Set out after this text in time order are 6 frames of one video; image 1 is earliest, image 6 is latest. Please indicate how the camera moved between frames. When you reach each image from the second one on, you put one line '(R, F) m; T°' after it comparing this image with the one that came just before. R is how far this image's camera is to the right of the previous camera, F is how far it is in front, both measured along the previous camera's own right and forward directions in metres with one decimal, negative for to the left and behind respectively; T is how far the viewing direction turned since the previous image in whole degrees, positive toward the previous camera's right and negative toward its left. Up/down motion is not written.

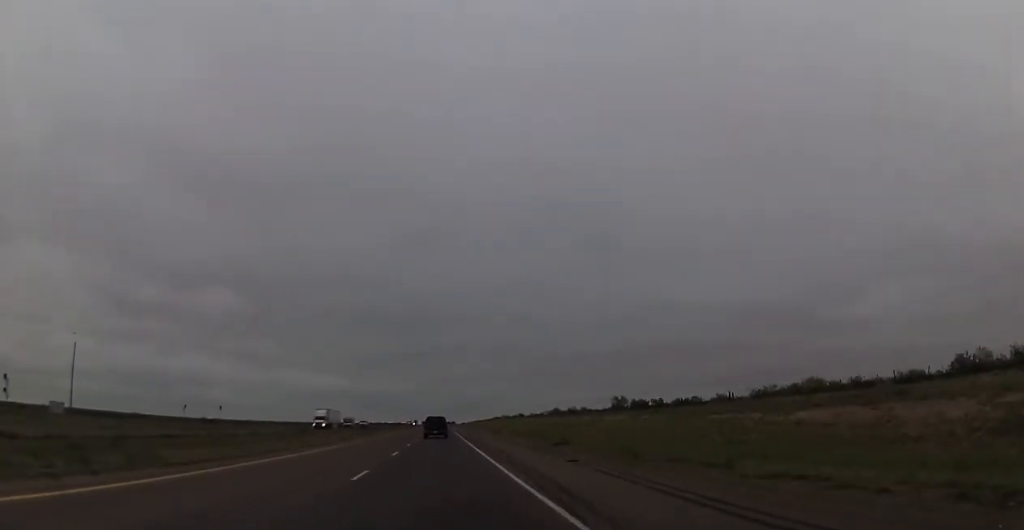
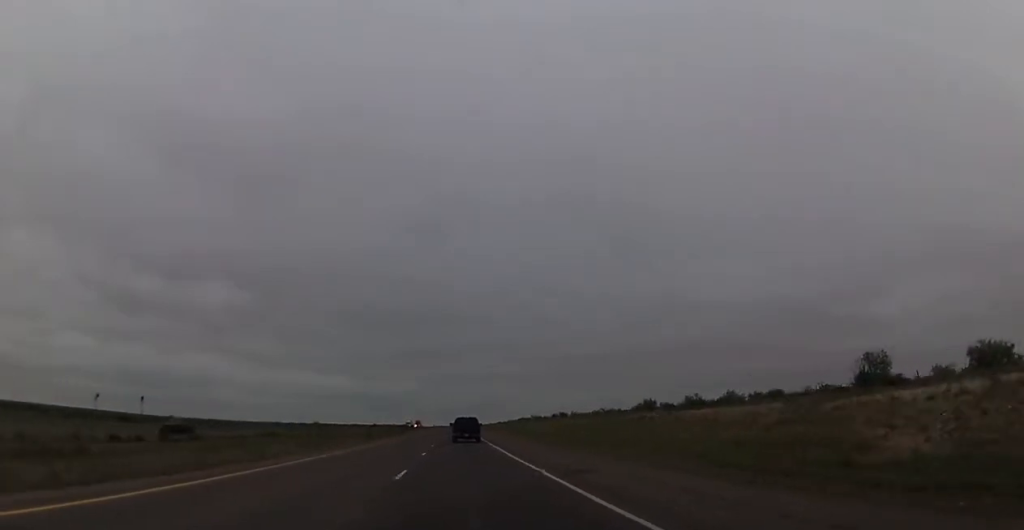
(-0.7, +84.1) m; -1°
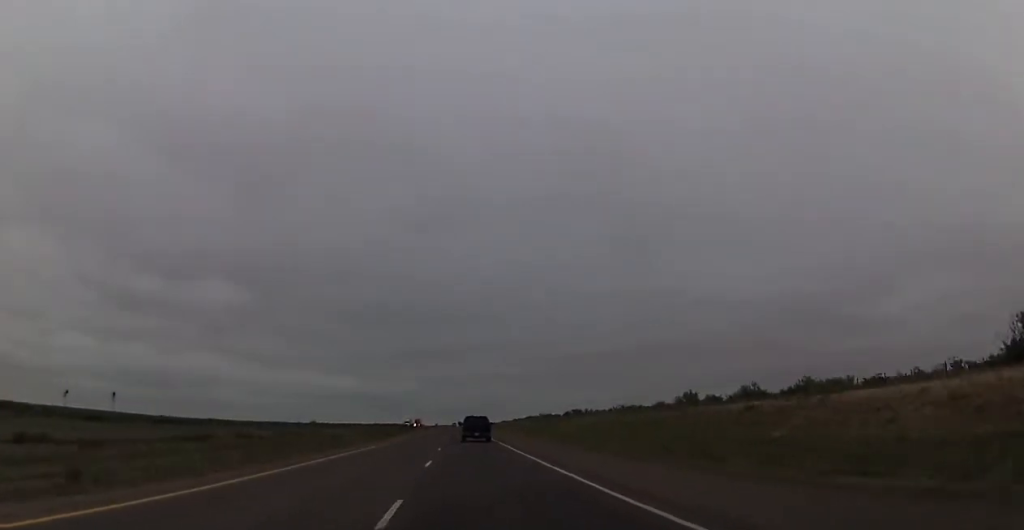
(-0.2, +19.5) m; 0°
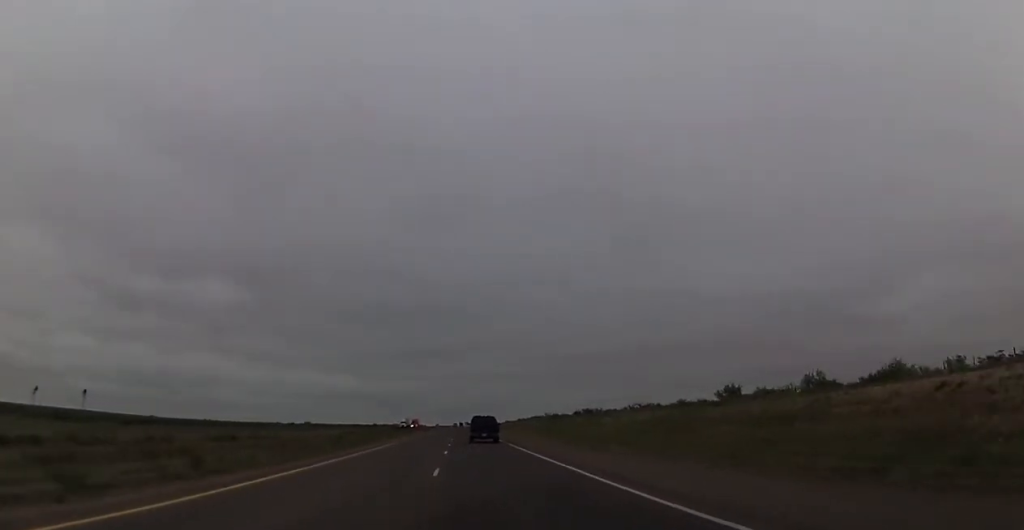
(+0.2, +15.9) m; 0°
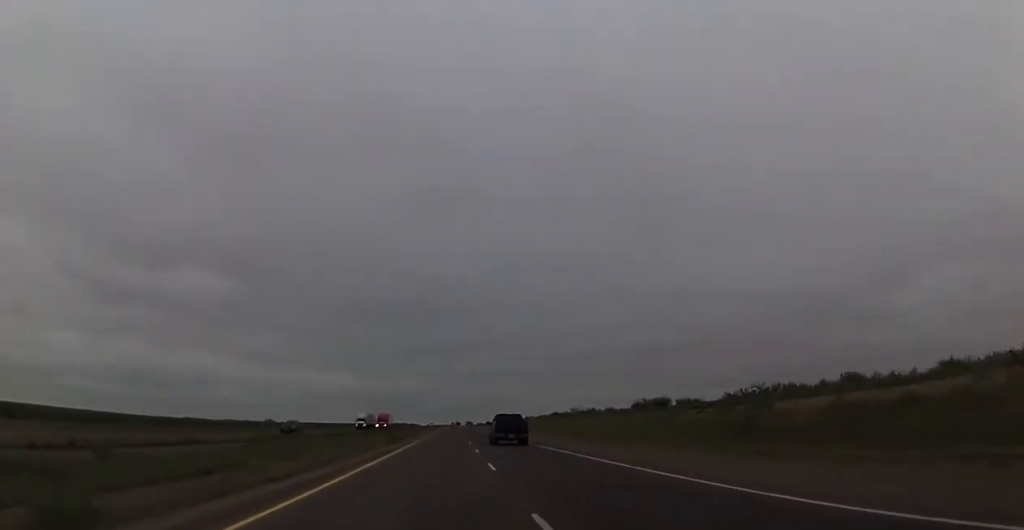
(-0.4, +70.9) m; -1°
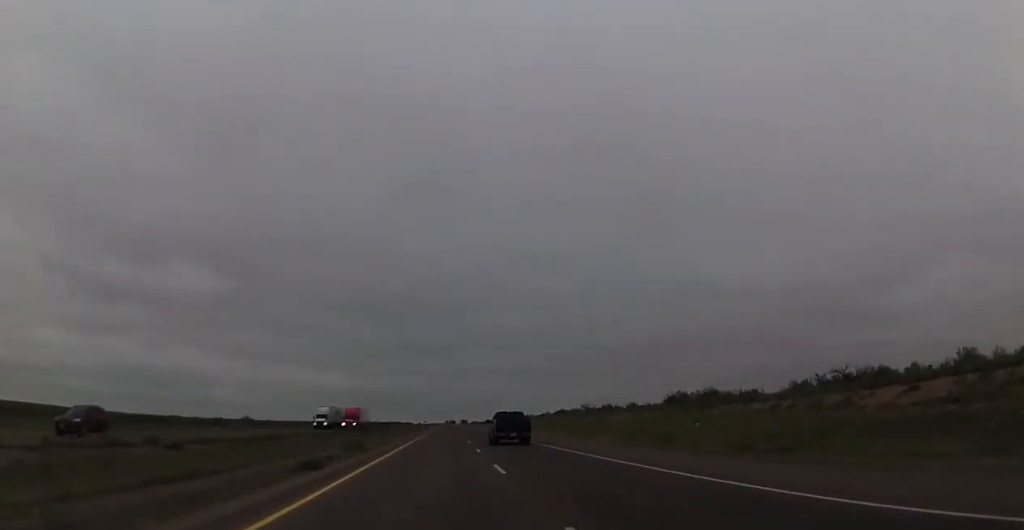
(0.0, +25.7) m; 0°
